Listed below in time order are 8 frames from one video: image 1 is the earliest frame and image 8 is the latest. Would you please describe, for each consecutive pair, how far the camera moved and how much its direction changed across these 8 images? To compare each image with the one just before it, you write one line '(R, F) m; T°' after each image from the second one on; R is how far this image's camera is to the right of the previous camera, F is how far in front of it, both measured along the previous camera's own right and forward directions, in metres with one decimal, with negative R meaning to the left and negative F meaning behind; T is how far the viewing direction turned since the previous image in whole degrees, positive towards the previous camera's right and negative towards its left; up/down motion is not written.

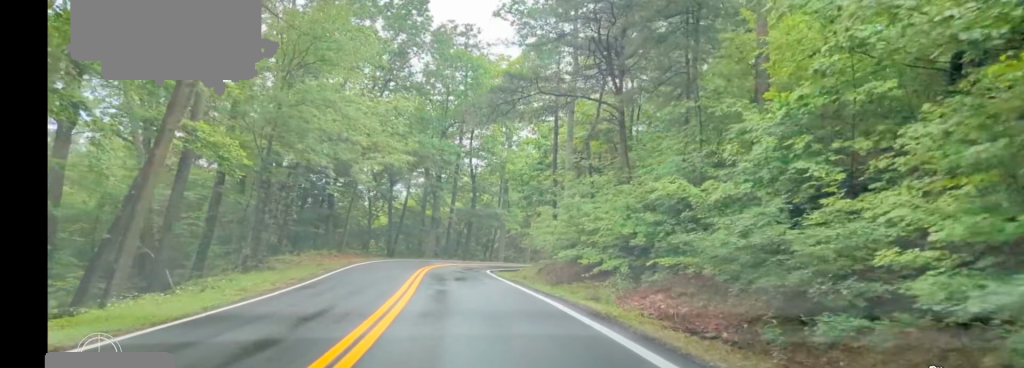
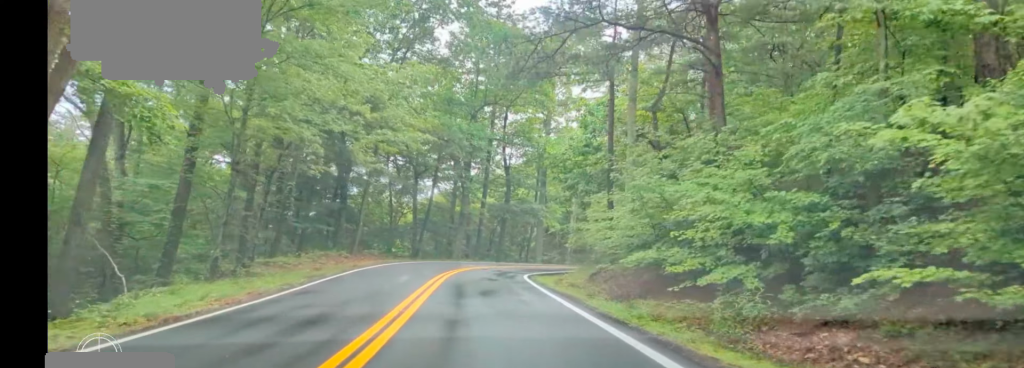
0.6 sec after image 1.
(-0.2, +7.2) m; -3°
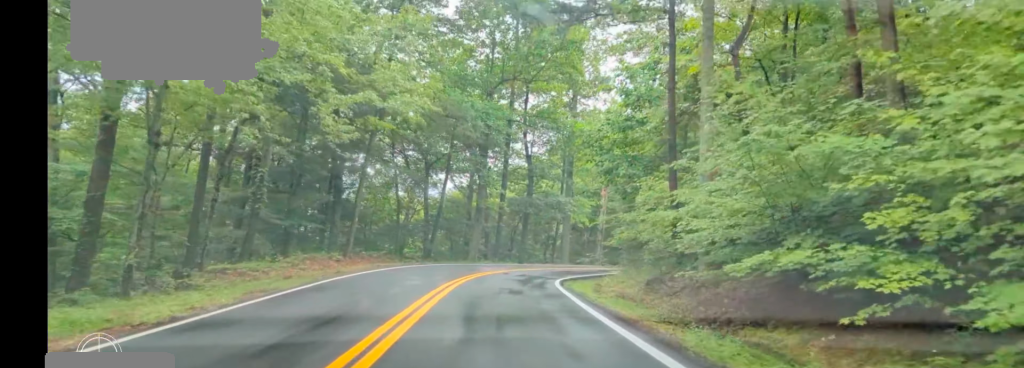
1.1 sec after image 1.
(+0.1, +6.9) m; -2°
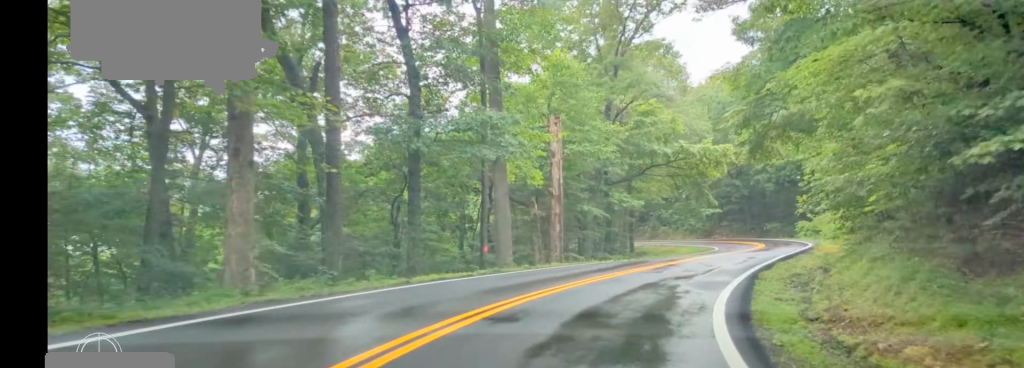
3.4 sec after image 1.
(+0.6, +29.0) m; +10°
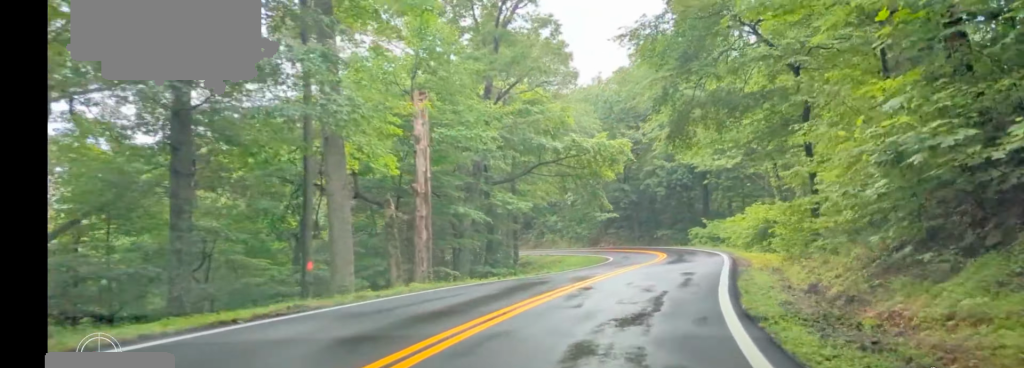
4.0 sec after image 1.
(-0.3, +7.8) m; +9°
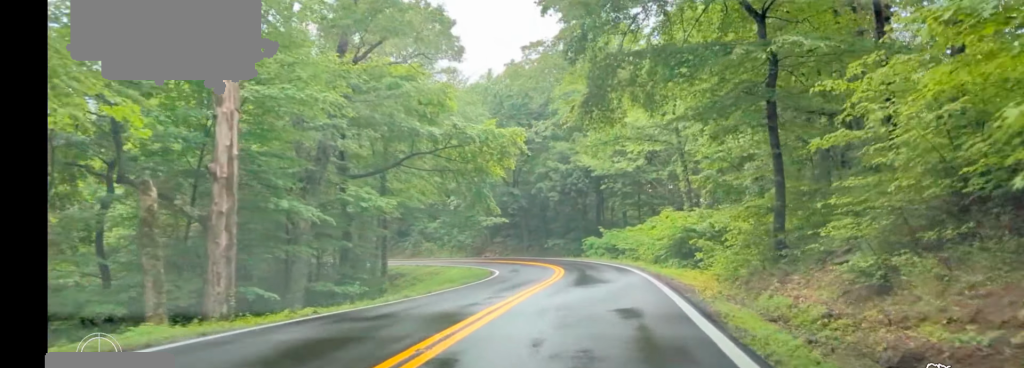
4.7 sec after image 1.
(+1.4, +7.4) m; +7°
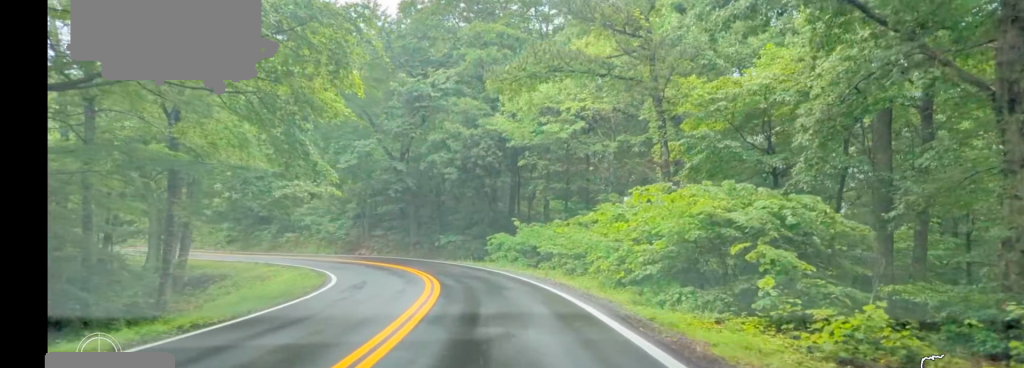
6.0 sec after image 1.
(+1.5, +16.6) m; +5°
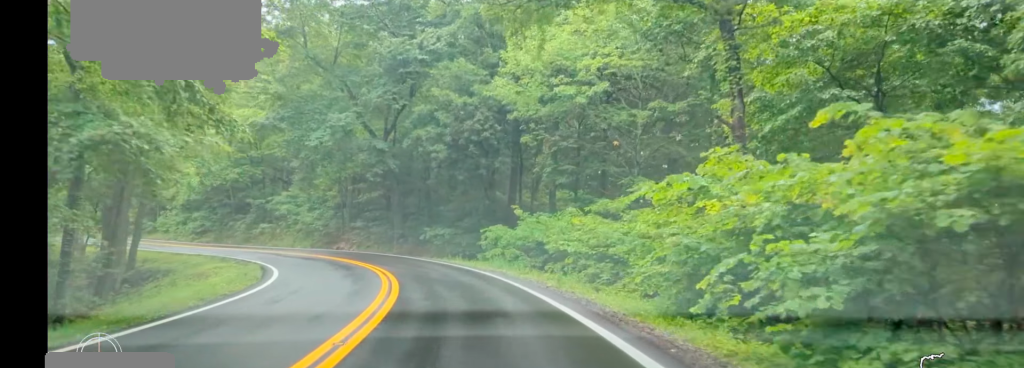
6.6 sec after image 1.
(0.0, +7.3) m; 0°
